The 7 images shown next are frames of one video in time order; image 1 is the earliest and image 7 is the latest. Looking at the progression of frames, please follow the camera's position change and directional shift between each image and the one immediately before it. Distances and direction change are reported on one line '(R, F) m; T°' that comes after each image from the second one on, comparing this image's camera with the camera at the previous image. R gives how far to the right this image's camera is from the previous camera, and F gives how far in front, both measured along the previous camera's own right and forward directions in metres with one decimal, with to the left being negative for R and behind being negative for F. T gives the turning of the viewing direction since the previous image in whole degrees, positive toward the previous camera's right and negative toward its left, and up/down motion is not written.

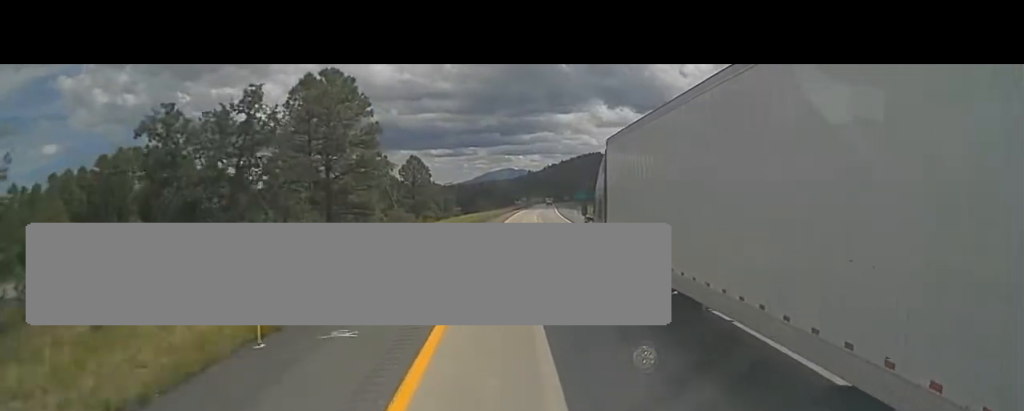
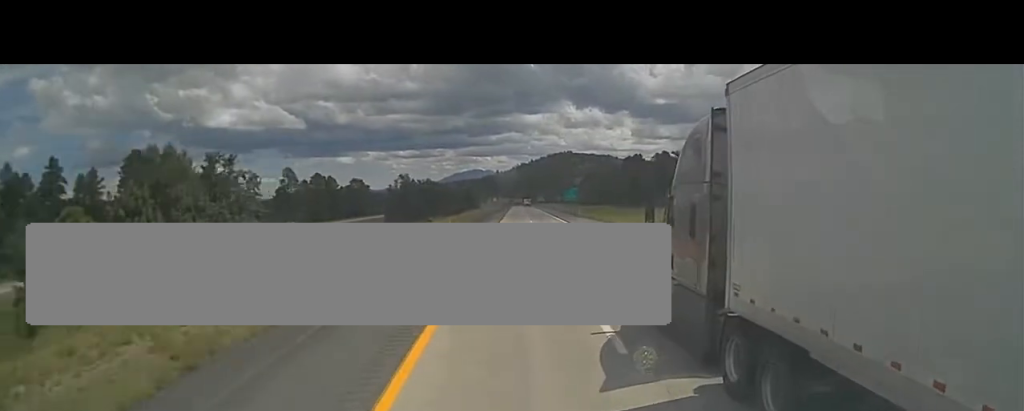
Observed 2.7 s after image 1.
(+2.4, +88.8) m; +3°
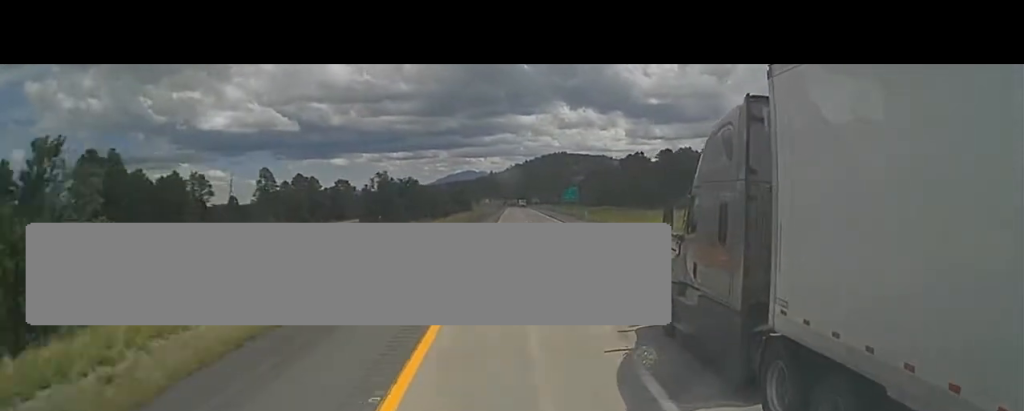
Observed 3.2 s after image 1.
(+0.2, +17.6) m; 0°
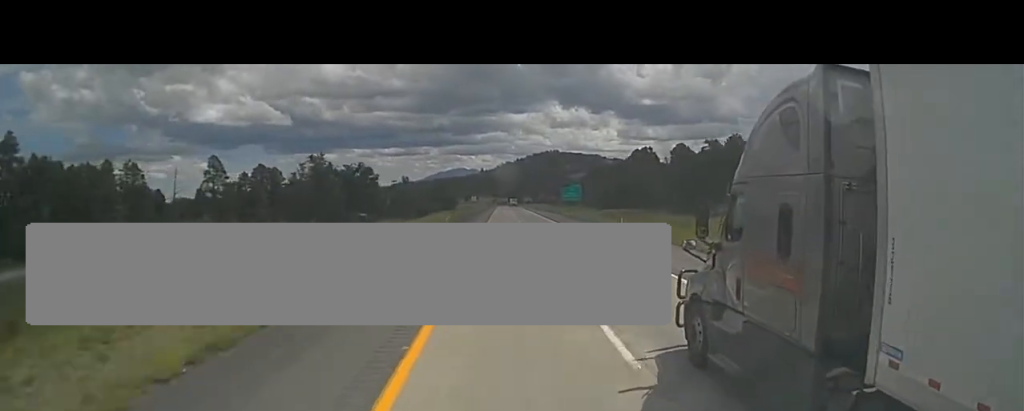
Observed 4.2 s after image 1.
(0.0, +32.8) m; 0°
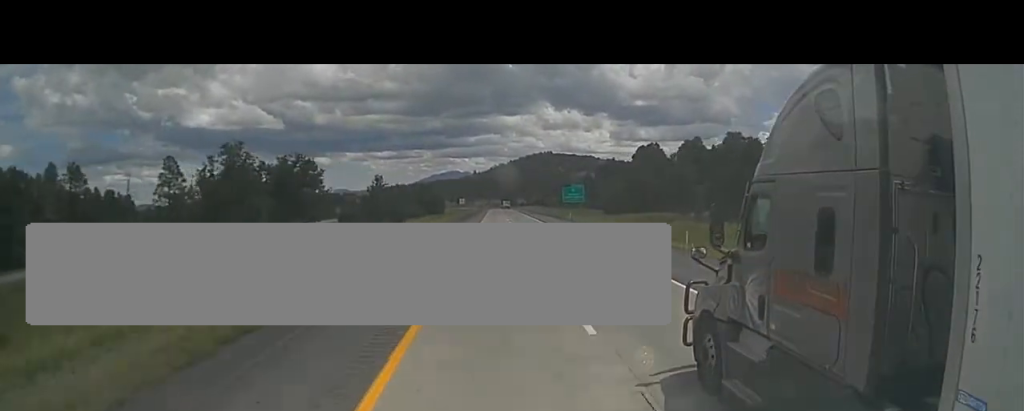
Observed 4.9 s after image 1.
(-0.1, +22.7) m; +1°
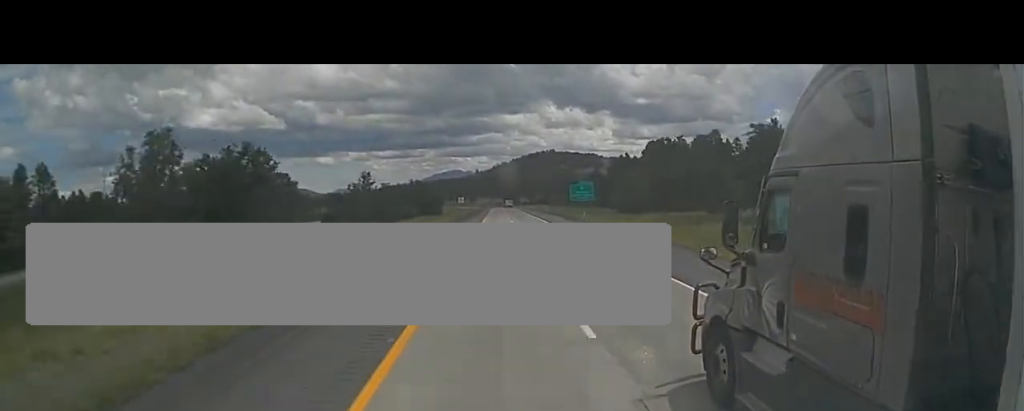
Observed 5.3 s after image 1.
(+0.1, +12.8) m; 0°
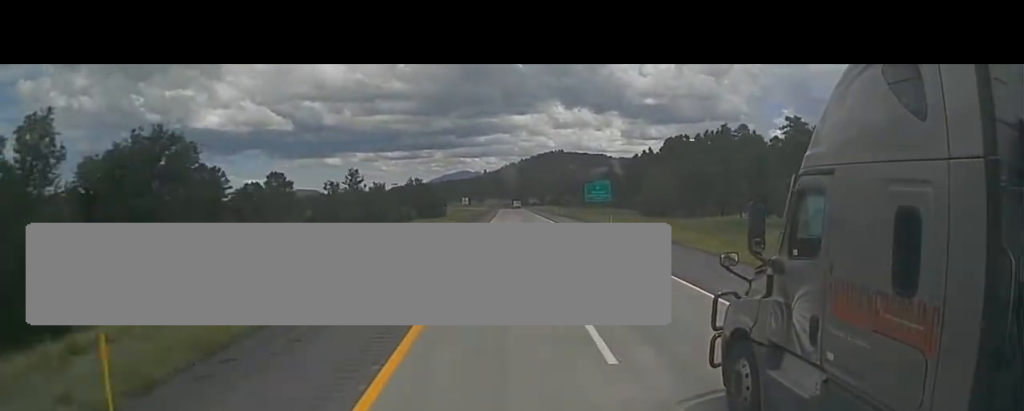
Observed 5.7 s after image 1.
(+0.3, +13.8) m; 0°
